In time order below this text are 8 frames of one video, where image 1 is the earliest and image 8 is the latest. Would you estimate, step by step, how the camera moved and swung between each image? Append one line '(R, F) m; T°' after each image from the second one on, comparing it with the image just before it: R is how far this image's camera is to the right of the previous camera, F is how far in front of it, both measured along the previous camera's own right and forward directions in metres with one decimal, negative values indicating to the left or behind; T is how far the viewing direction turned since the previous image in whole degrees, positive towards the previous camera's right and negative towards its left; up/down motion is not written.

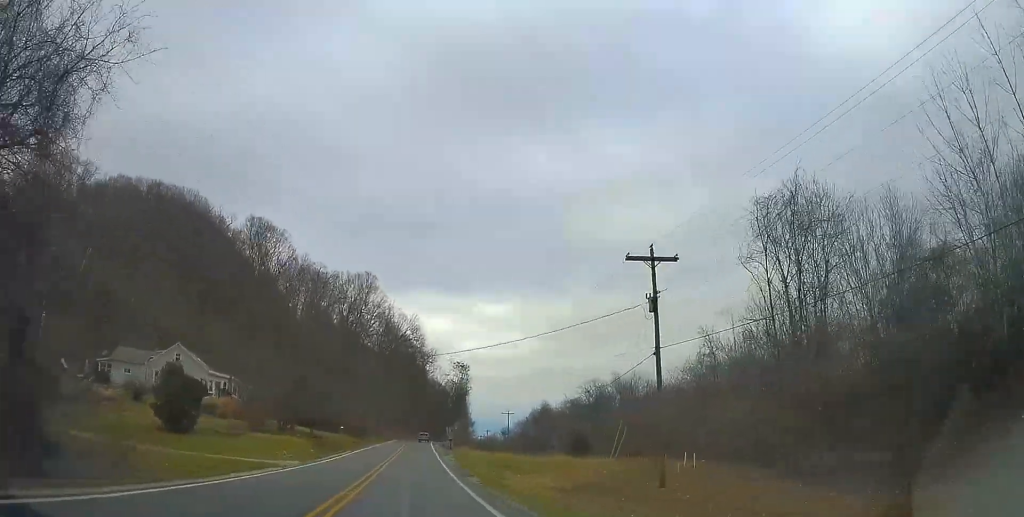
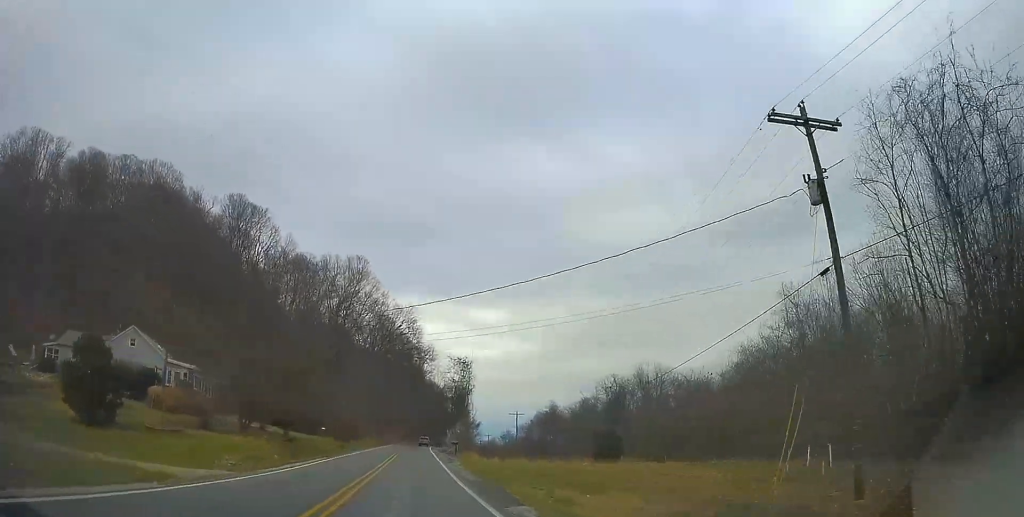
(0.0, +12.2) m; 0°
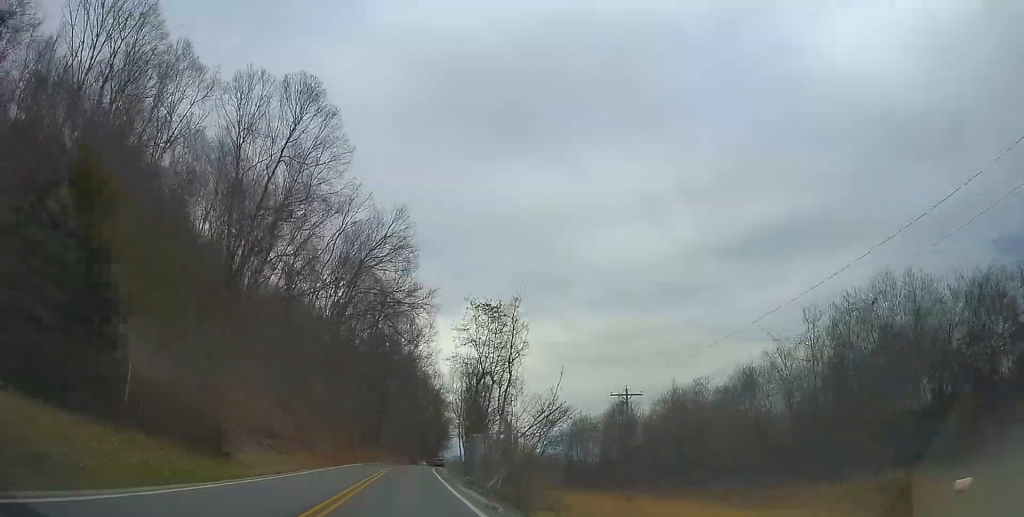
(+0.9, +52.9) m; +2°
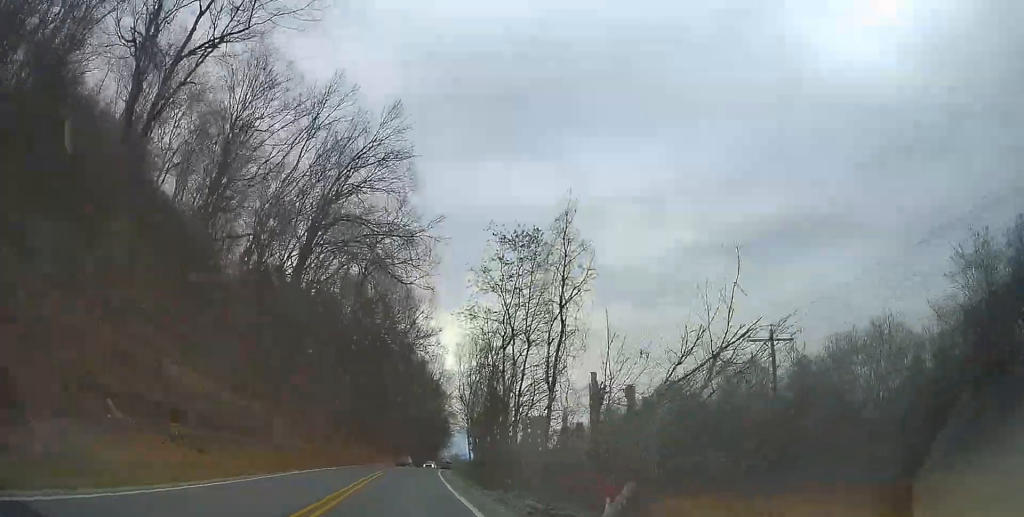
(+0.1, +19.0) m; +1°
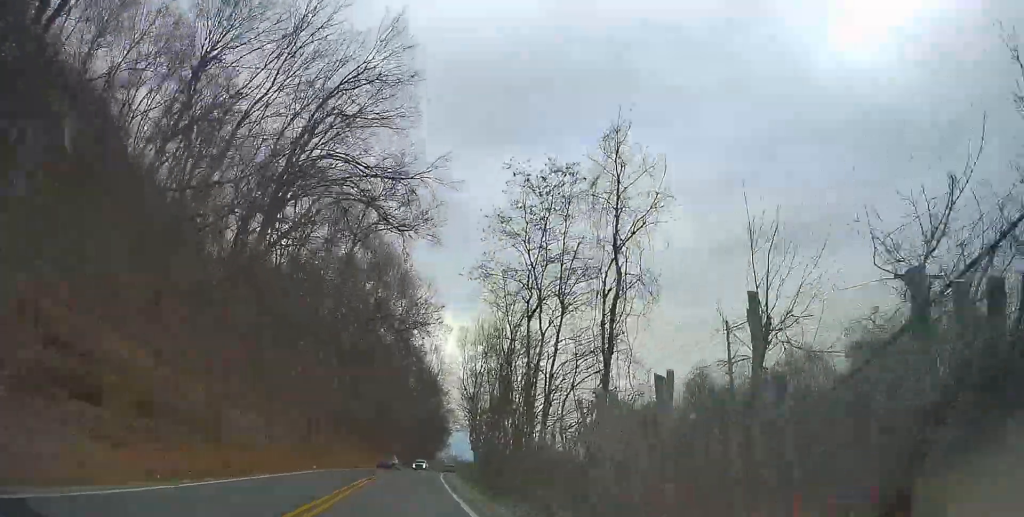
(0.0, +9.5) m; 0°
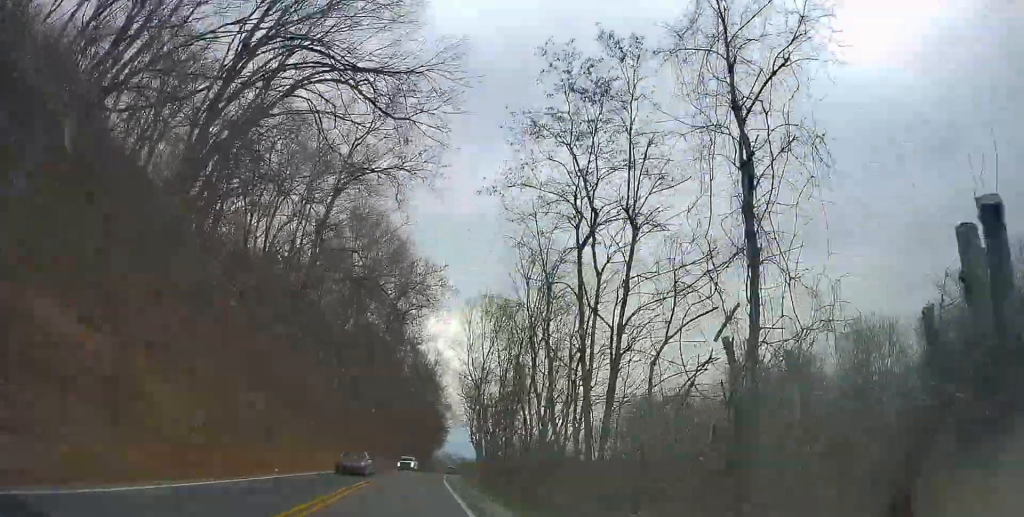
(+0.1, +10.2) m; 0°
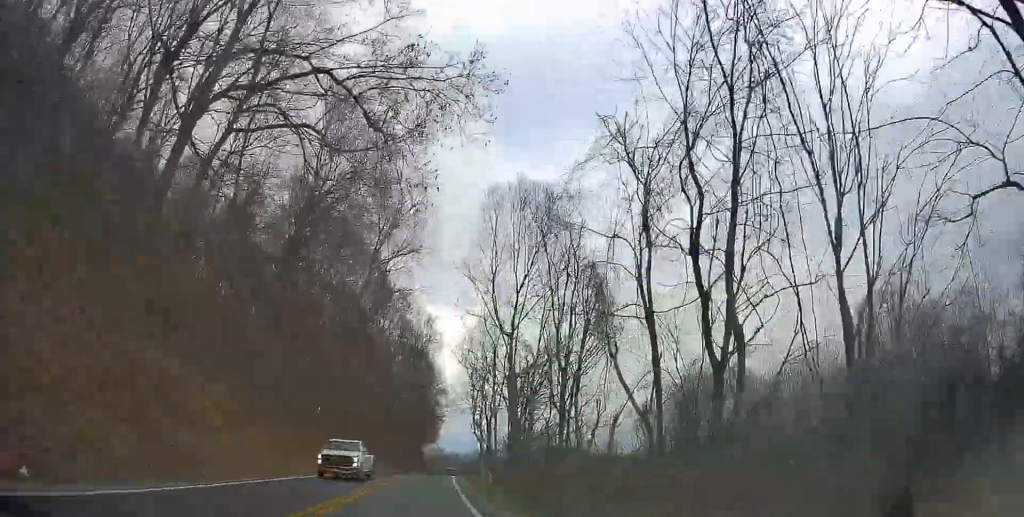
(0.0, +20.7) m; 0°
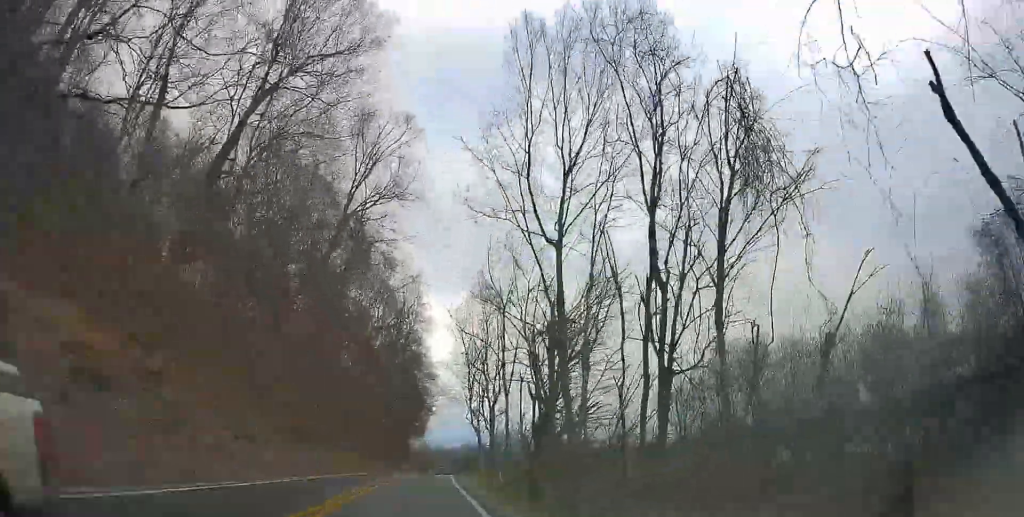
(-0.3, +12.9) m; +1°
